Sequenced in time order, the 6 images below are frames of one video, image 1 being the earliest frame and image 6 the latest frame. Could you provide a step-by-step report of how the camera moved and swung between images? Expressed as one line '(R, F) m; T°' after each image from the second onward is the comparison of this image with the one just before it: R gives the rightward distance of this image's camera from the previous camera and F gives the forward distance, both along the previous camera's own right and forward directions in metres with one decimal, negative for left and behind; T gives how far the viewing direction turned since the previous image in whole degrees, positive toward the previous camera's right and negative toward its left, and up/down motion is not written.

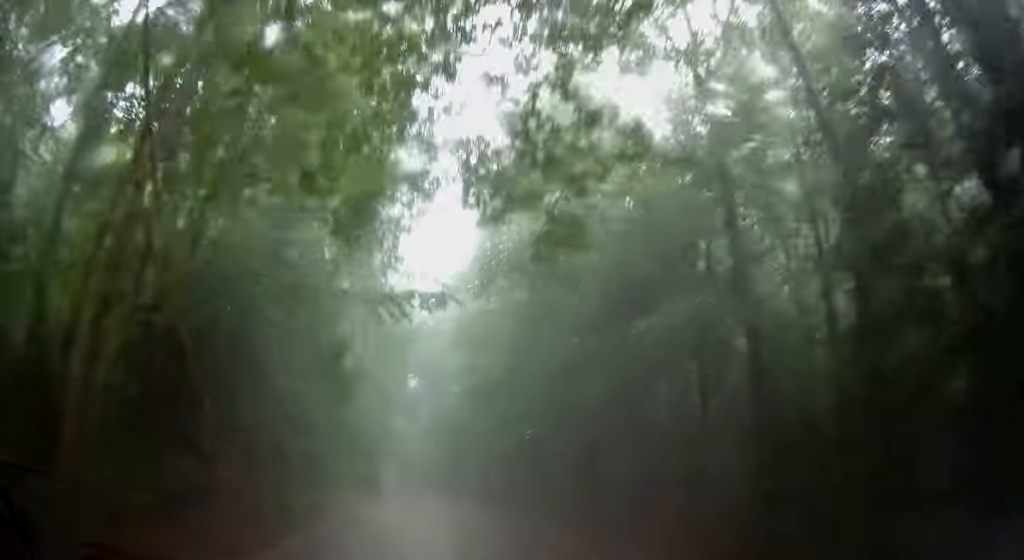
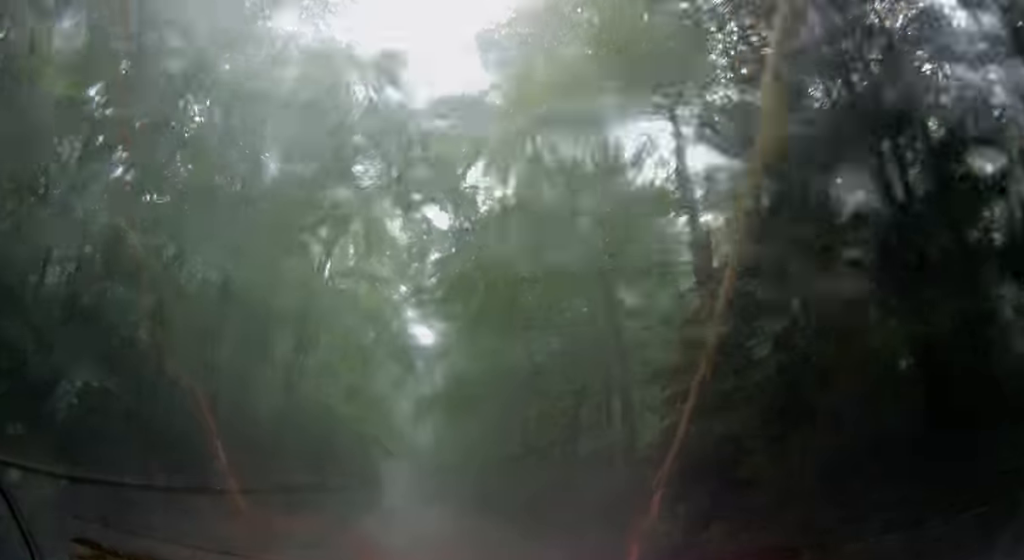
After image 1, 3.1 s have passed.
(+2.0, +23.2) m; +4°
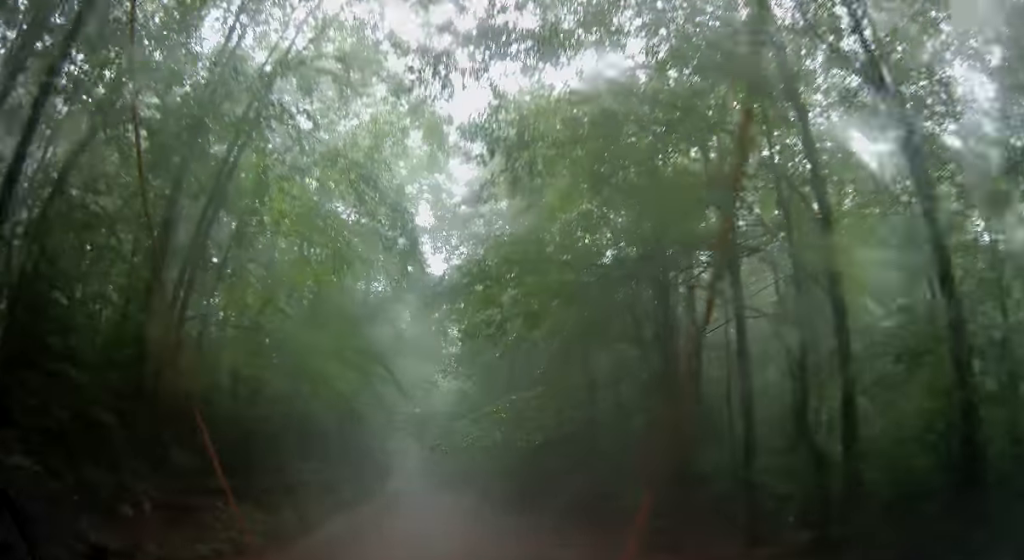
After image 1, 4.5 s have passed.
(0.0, +10.6) m; 0°
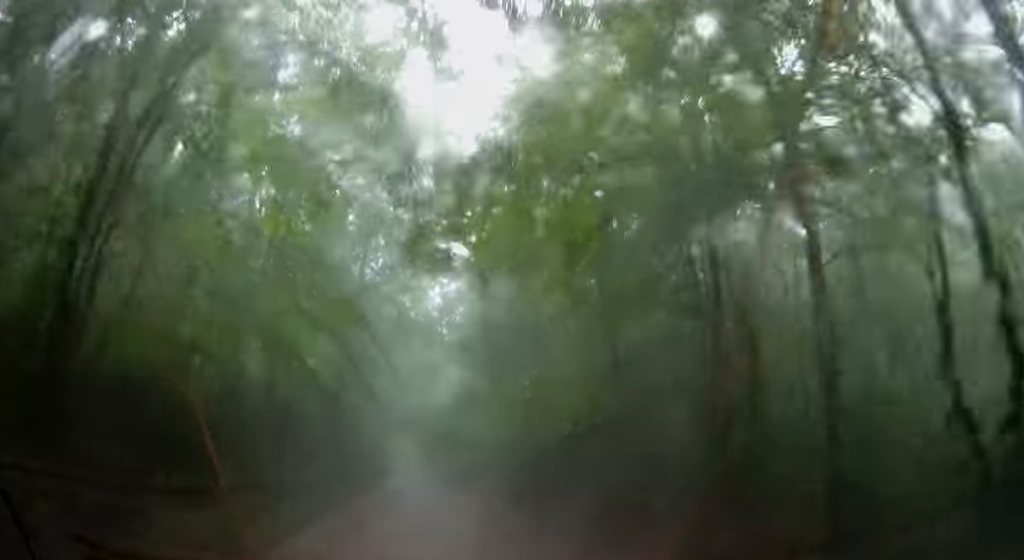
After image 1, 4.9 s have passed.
(0.0, +3.4) m; 0°
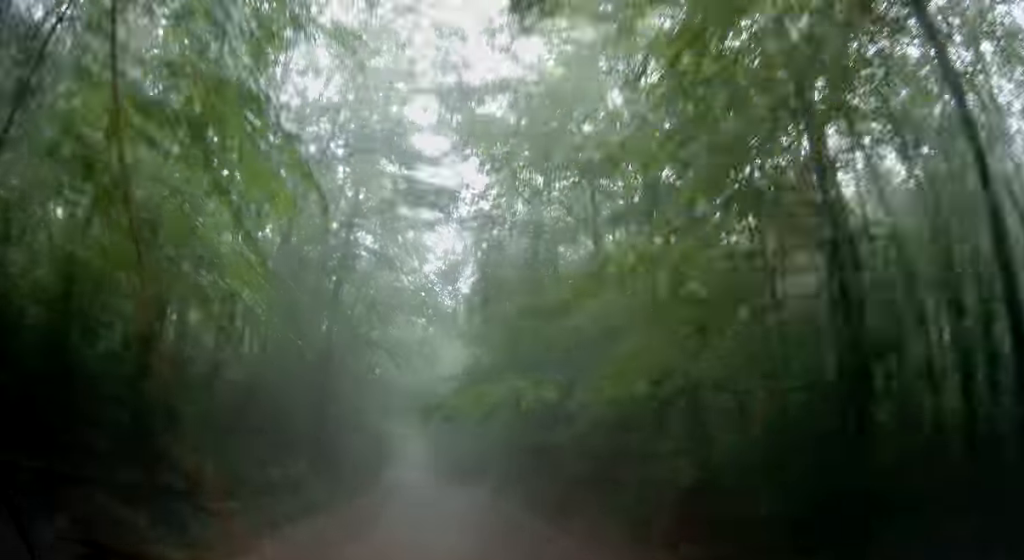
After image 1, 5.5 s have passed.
(0.0, +4.8) m; 0°
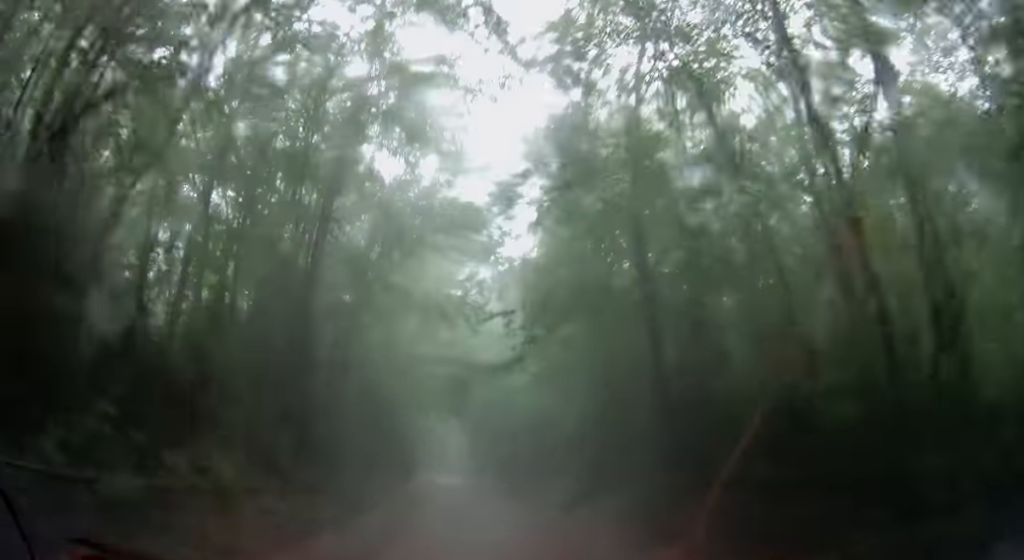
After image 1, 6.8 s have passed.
(0.0, +9.1) m; -4°
